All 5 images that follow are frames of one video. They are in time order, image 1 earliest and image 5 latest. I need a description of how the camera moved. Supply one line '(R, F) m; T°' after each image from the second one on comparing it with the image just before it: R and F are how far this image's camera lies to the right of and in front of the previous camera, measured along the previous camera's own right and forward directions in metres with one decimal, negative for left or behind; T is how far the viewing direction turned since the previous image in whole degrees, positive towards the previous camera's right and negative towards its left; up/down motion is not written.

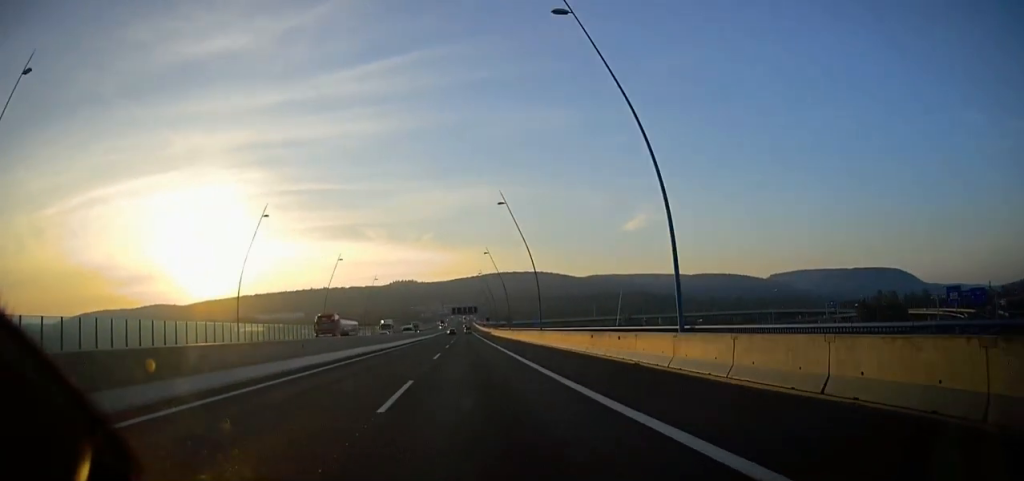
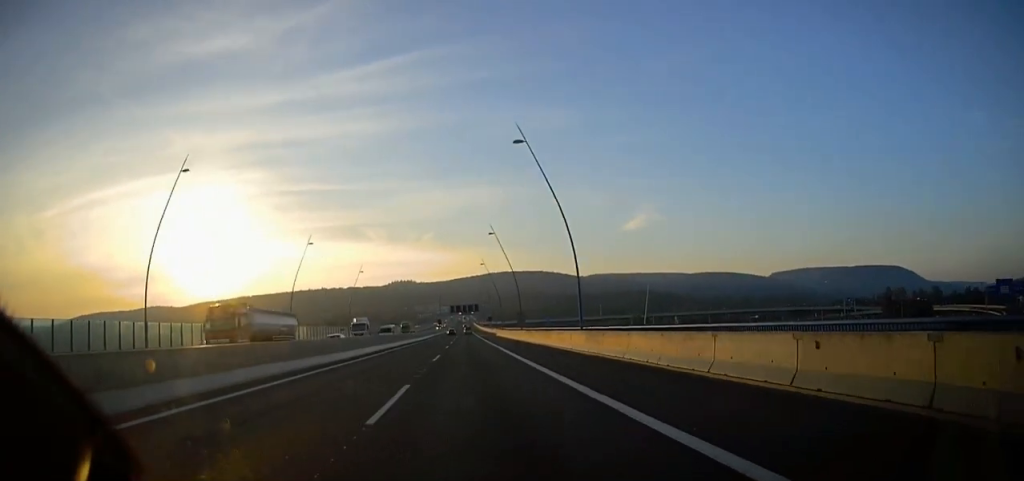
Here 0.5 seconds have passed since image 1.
(0.0, +18.9) m; 0°
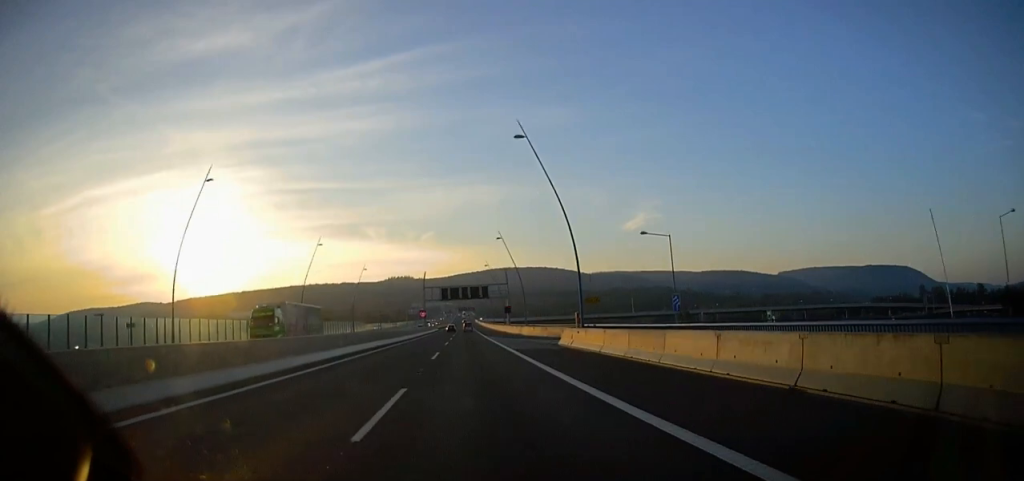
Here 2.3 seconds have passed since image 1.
(+0.2, +72.2) m; 0°
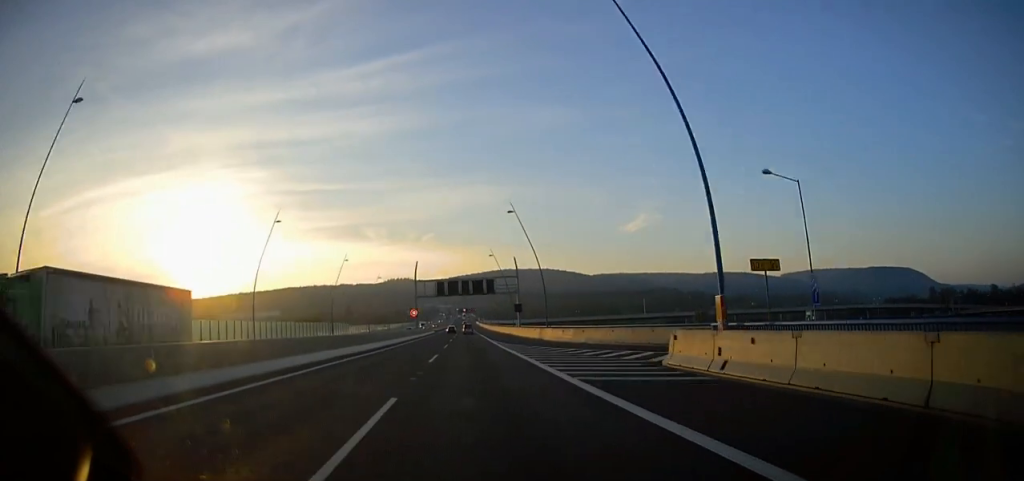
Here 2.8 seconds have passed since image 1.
(0.0, +19.8) m; 0°
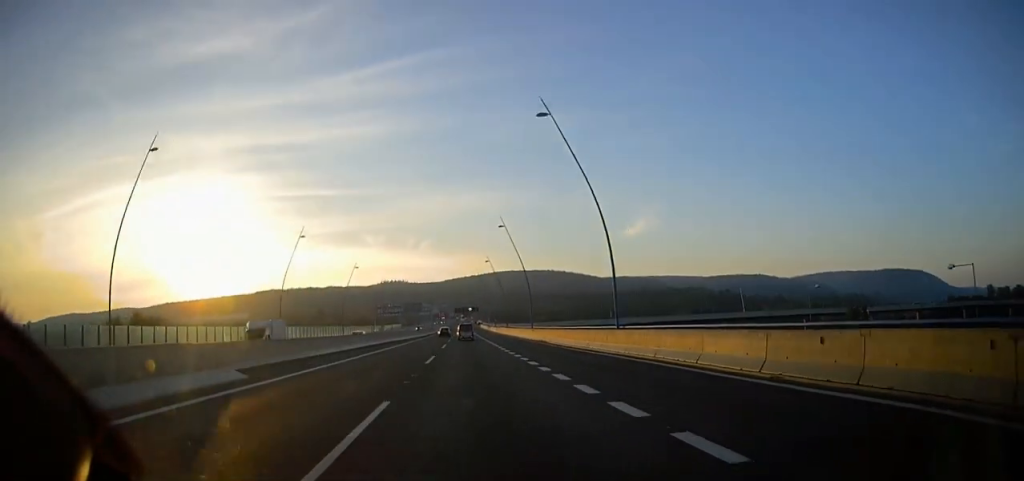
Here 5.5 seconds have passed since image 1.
(0.0, +105.3) m; 0°
